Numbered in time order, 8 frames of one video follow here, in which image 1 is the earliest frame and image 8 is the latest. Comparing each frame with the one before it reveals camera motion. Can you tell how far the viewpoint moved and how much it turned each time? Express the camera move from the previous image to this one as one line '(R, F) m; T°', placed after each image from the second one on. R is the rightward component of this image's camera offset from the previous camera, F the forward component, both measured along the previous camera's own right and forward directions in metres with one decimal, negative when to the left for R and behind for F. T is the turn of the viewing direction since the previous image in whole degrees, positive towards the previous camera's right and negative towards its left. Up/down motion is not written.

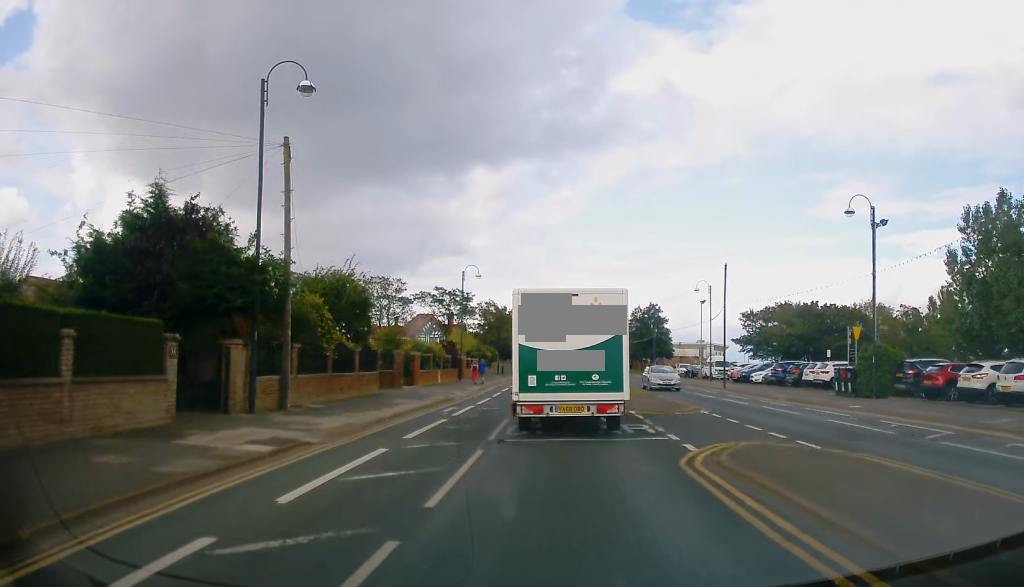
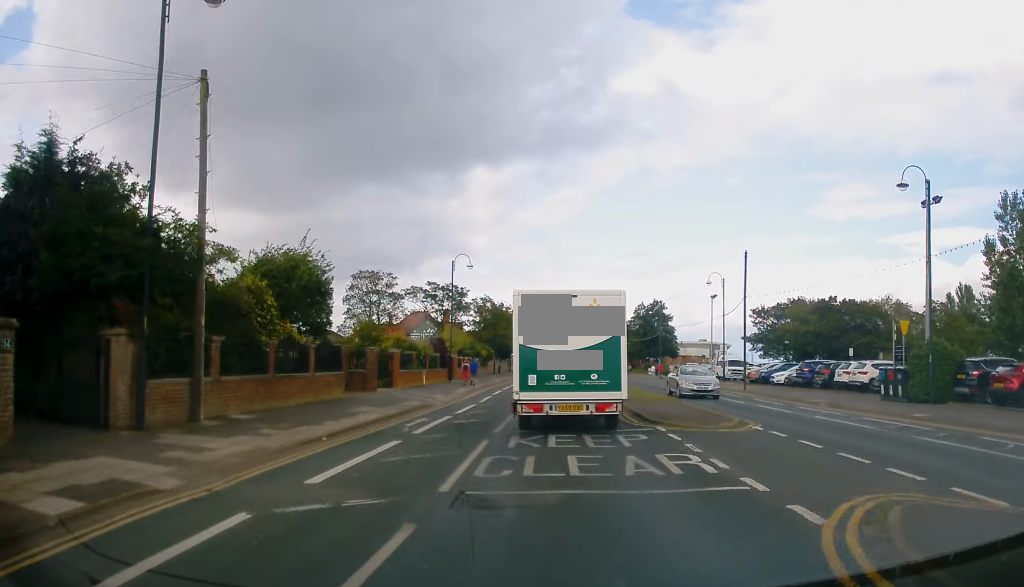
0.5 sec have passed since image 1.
(0.0, +5.1) m; 0°
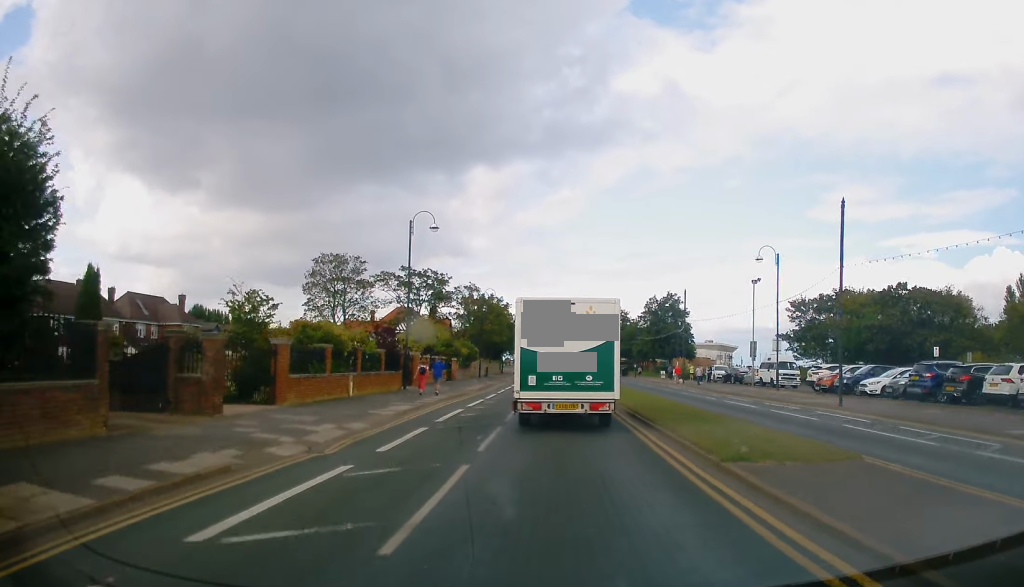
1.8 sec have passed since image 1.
(0.0, +14.6) m; +1°
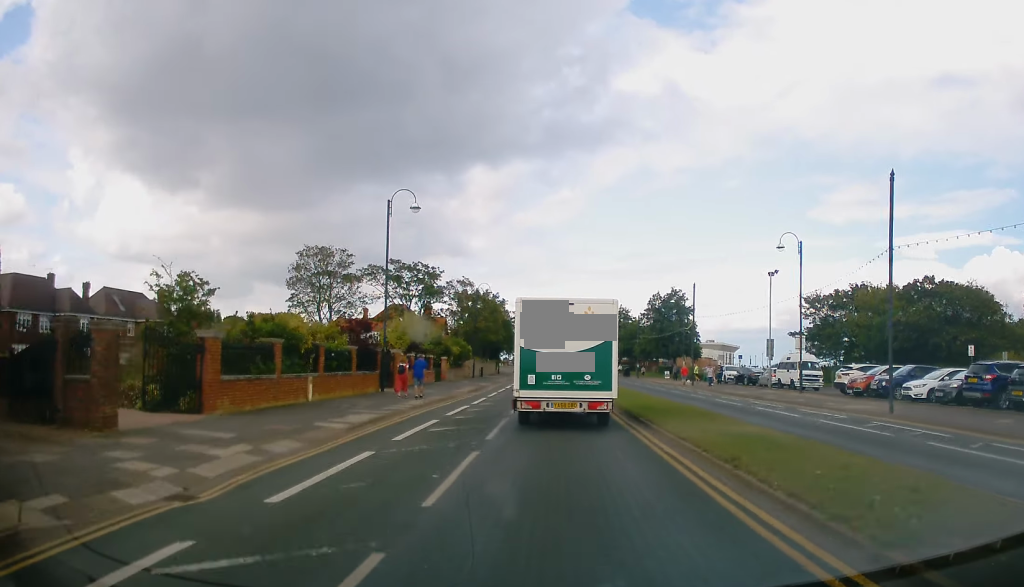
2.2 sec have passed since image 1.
(0.0, +4.4) m; 0°
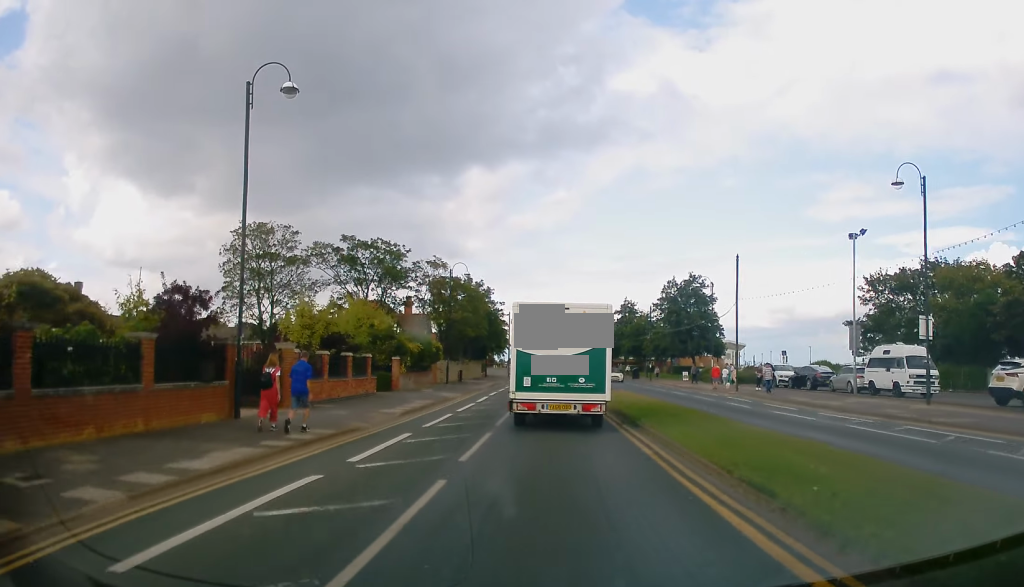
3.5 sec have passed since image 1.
(+0.2, +14.2) m; 0°
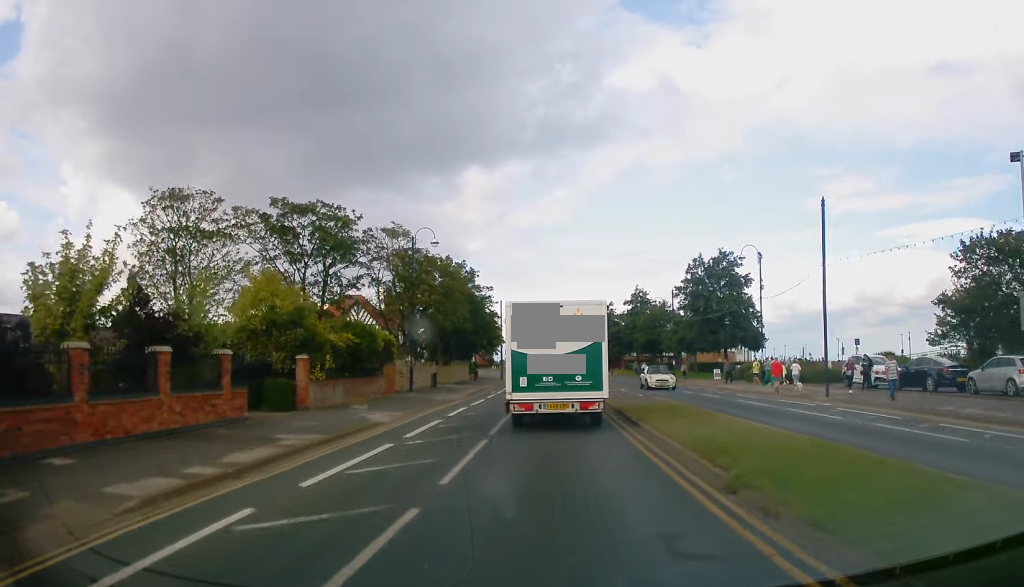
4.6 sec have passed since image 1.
(-0.1, +13.5) m; -1°
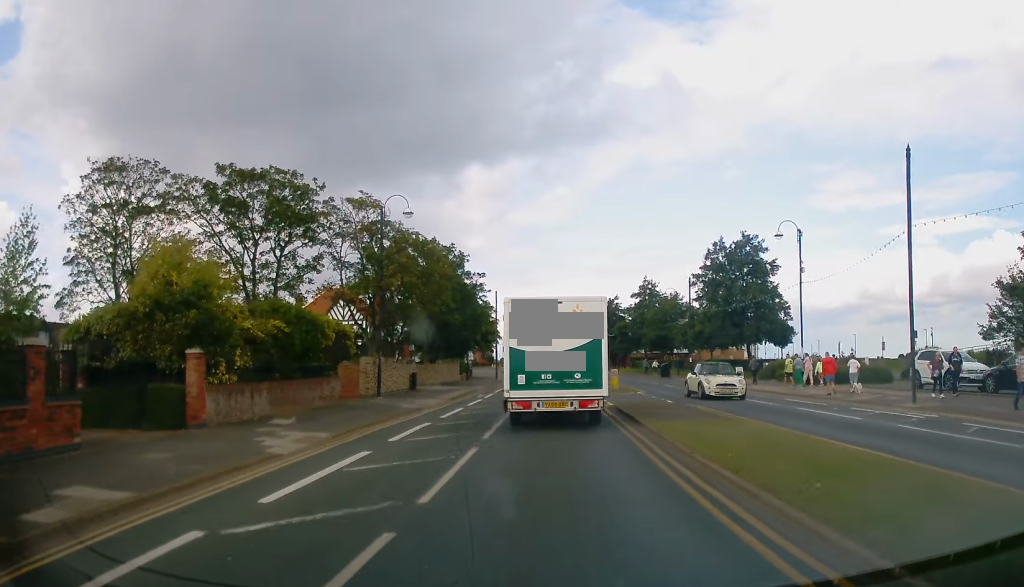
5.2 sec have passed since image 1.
(-0.1, +7.1) m; 0°
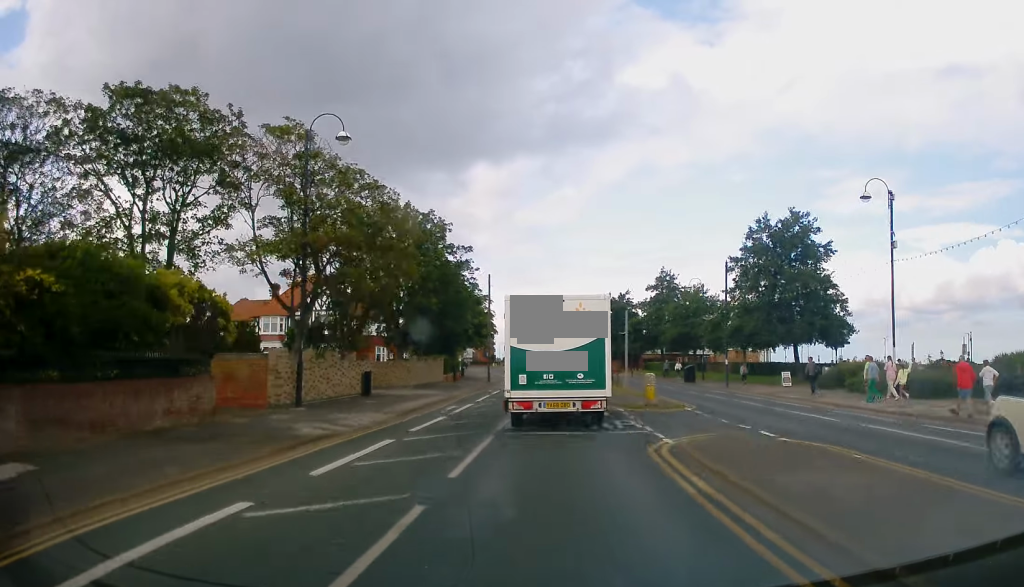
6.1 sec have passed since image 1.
(-0.1, +10.5) m; 0°
